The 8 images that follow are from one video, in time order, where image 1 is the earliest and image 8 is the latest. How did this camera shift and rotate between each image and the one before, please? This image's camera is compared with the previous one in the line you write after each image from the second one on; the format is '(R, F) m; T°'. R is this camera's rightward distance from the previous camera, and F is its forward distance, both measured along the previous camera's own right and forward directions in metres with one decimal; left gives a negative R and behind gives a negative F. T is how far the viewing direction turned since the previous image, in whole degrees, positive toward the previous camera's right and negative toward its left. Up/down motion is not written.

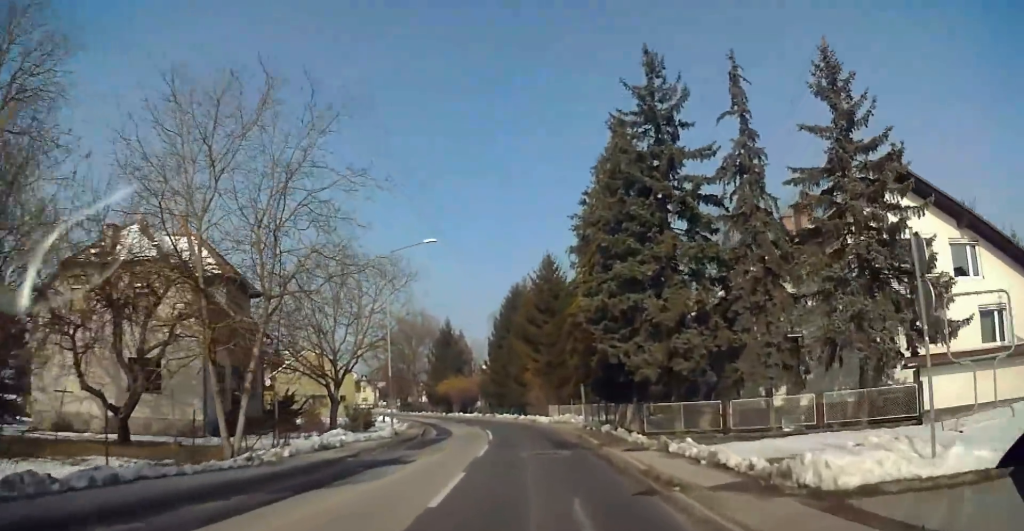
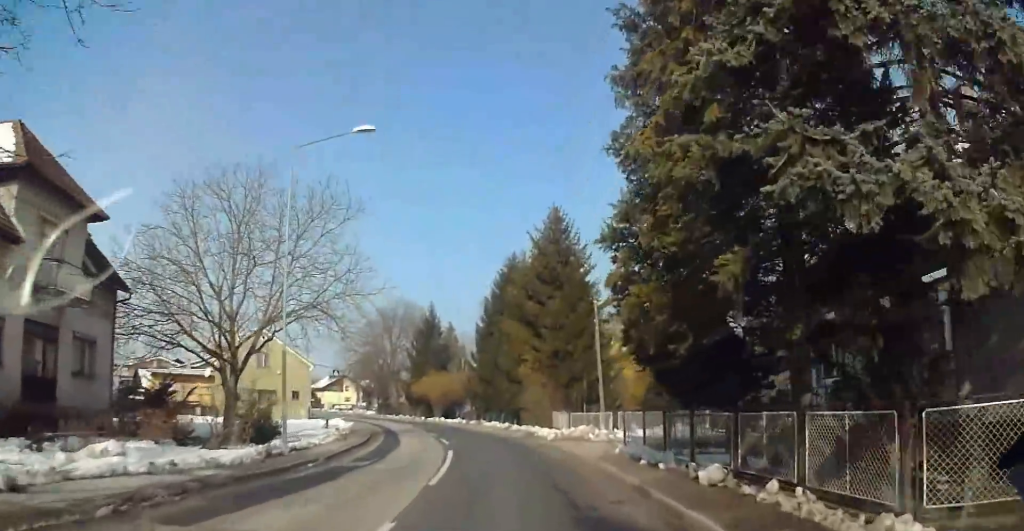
(0.0, +15.8) m; +1°
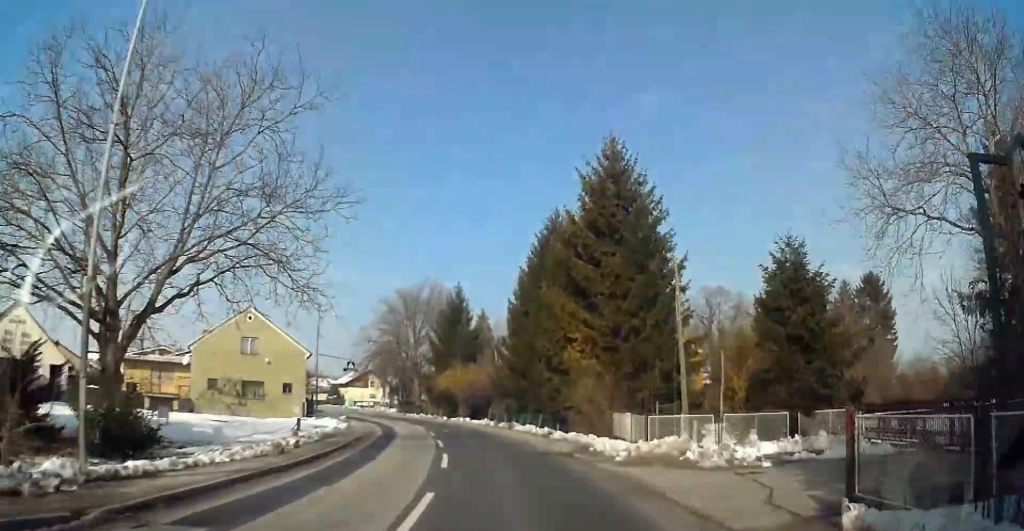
(+0.1, +12.0) m; -1°
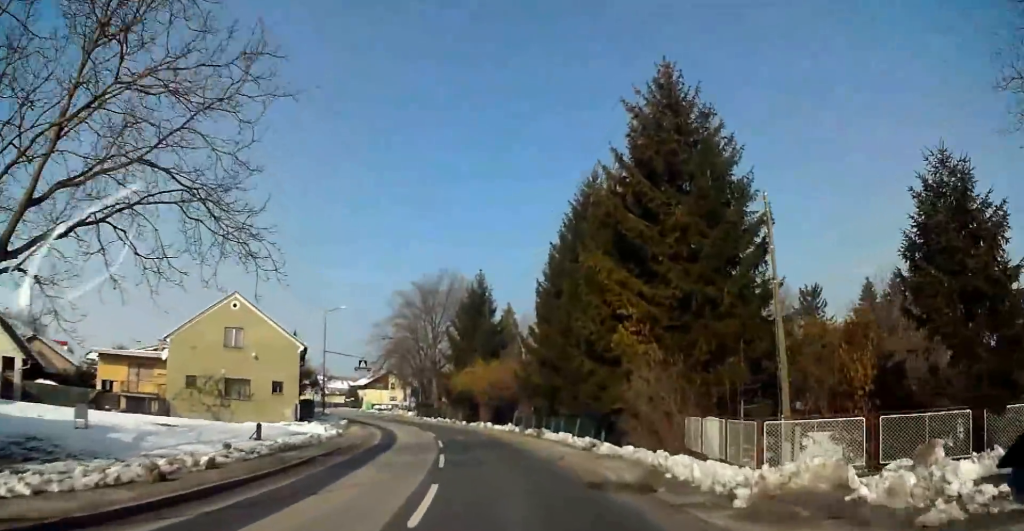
(-0.2, +8.0) m; -1°
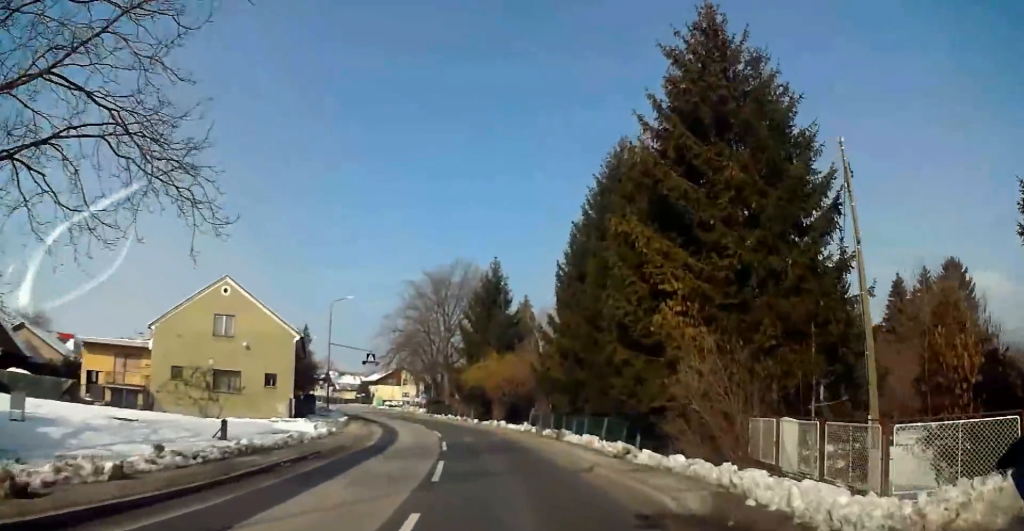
(0.0, +4.2) m; -1°
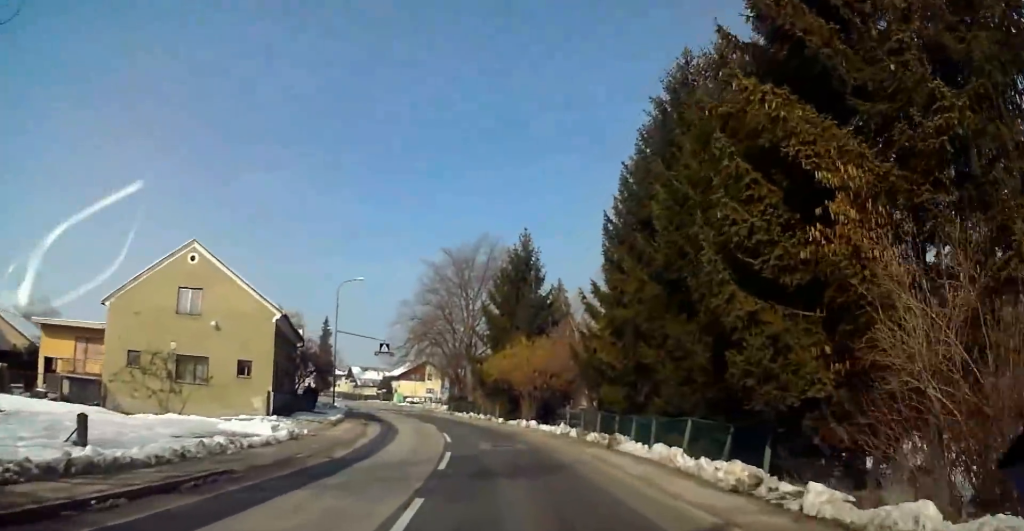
(0.0, +8.3) m; 0°
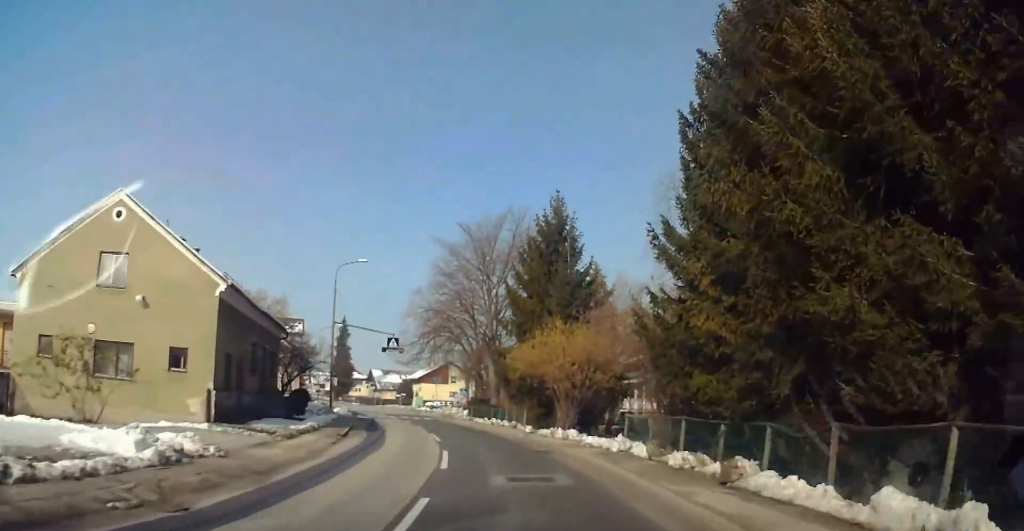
(0.0, +9.4) m; -6°
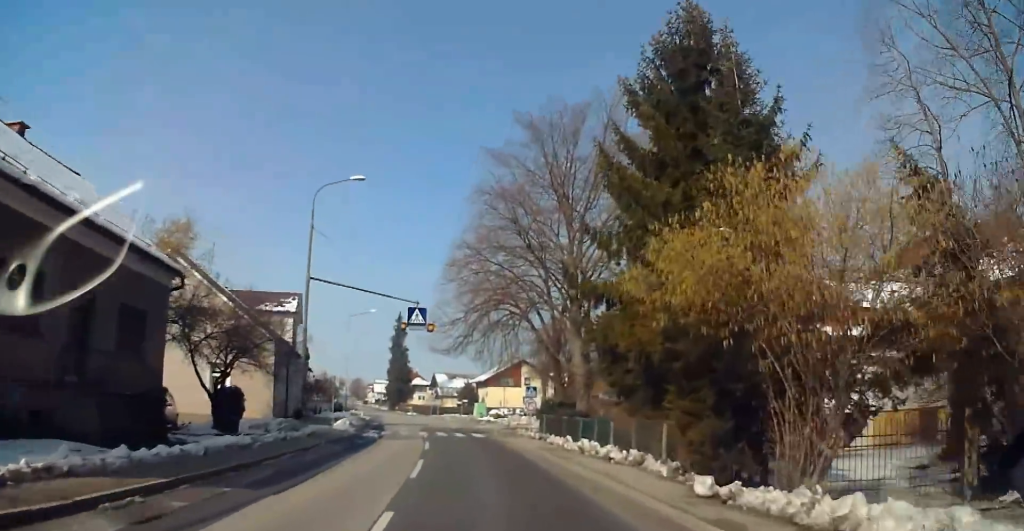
(-2.4, +21.0) m; -8°
